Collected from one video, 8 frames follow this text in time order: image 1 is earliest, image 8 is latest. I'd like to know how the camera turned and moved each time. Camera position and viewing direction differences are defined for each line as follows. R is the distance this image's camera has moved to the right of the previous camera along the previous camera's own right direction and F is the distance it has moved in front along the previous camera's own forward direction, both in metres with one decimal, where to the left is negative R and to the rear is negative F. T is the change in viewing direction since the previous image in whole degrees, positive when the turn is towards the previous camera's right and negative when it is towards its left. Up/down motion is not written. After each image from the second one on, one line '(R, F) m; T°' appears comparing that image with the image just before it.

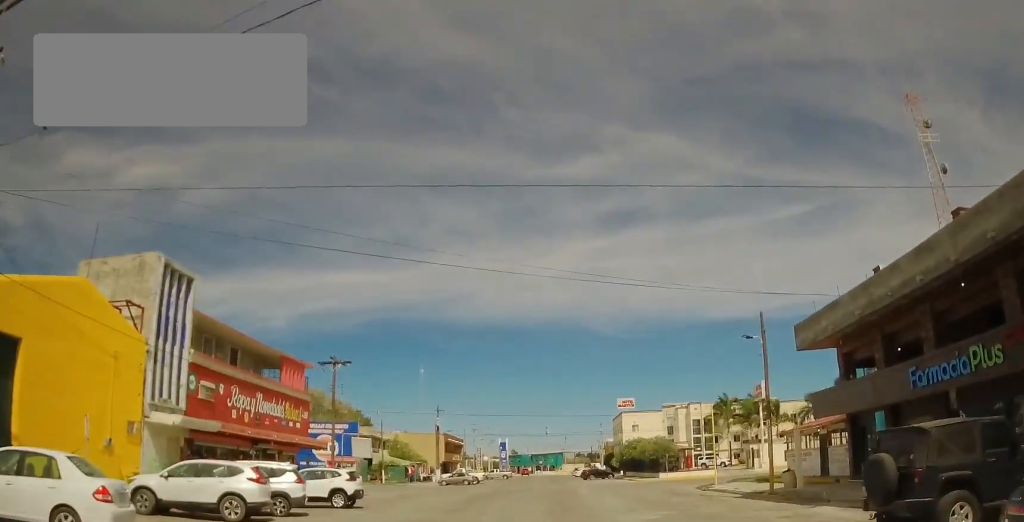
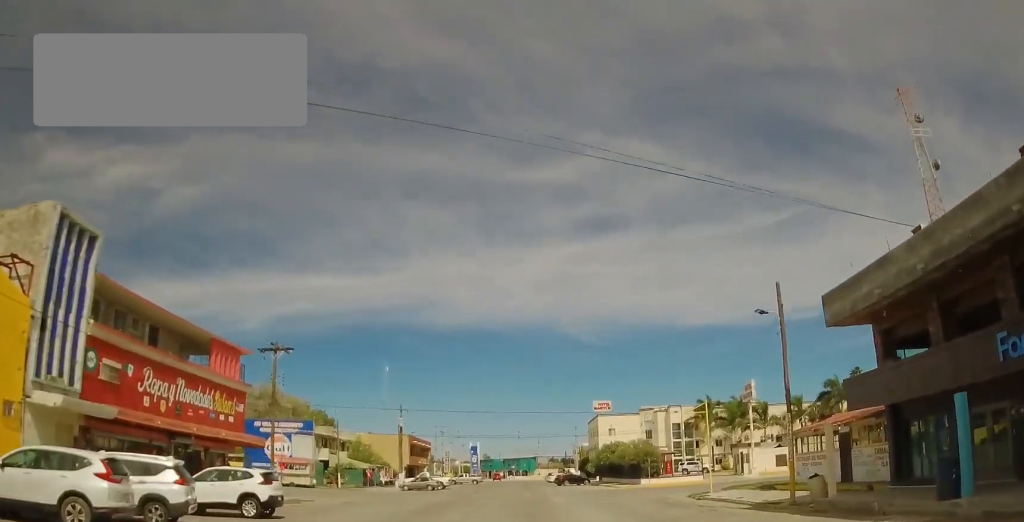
(0.0, +5.5) m; 0°
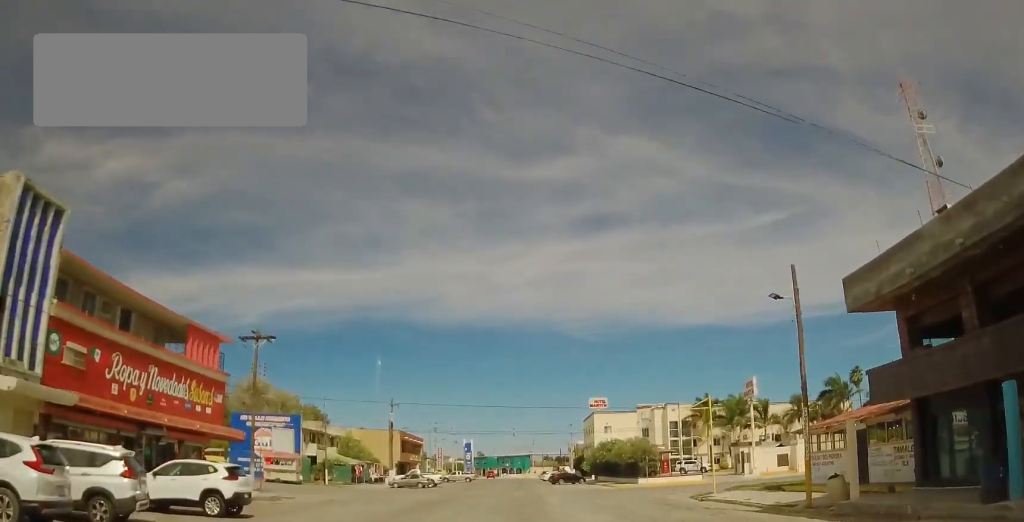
(0.0, +2.0) m; 0°
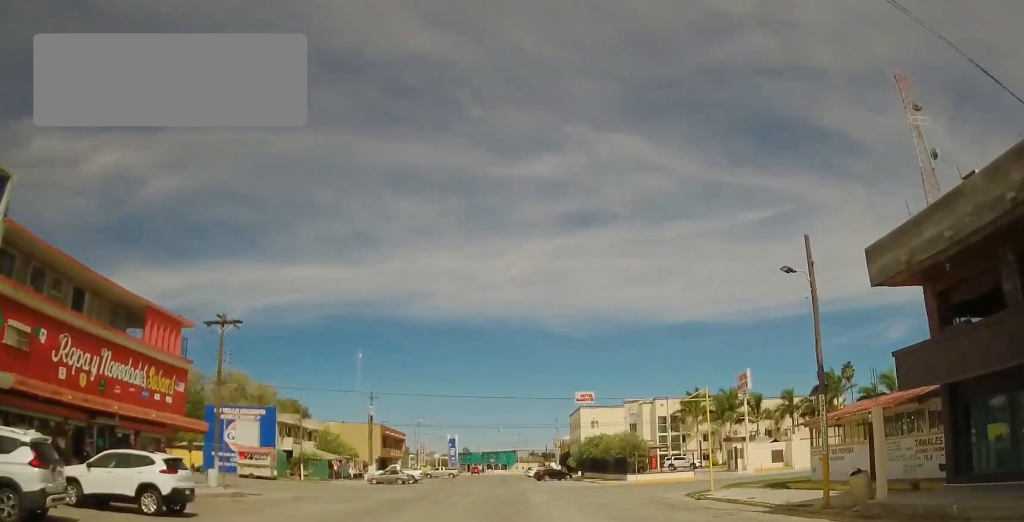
(0.0, +2.5) m; 0°
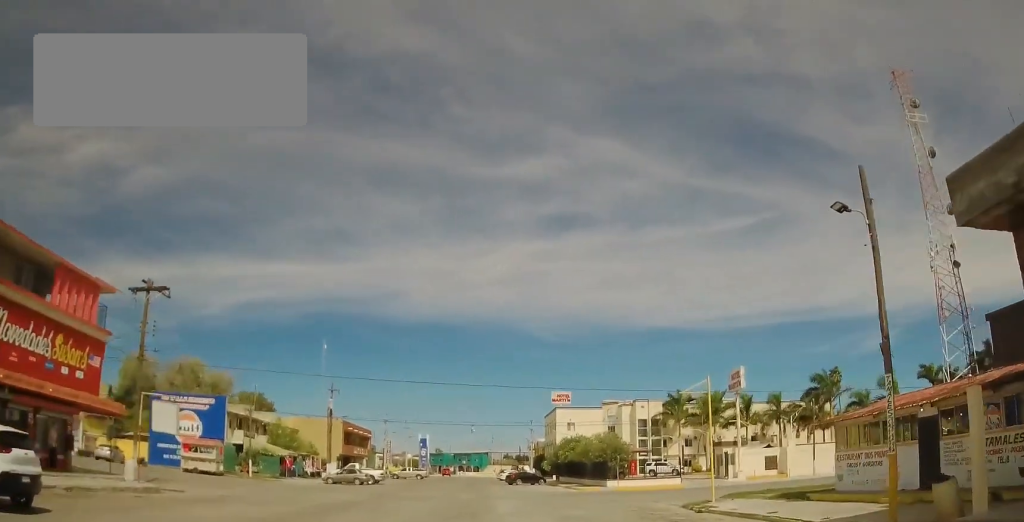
(0.0, +5.3) m; +5°
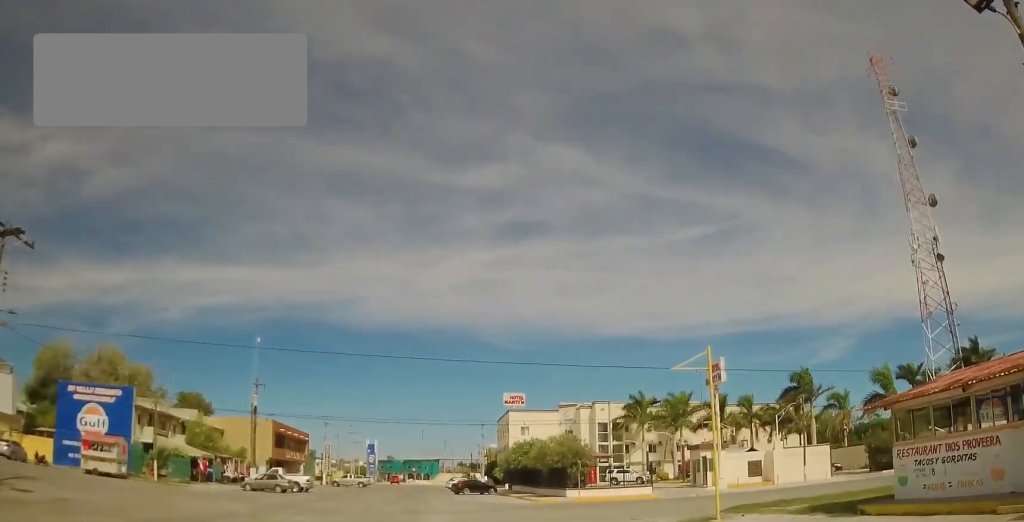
(+0.7, +7.7) m; +8°
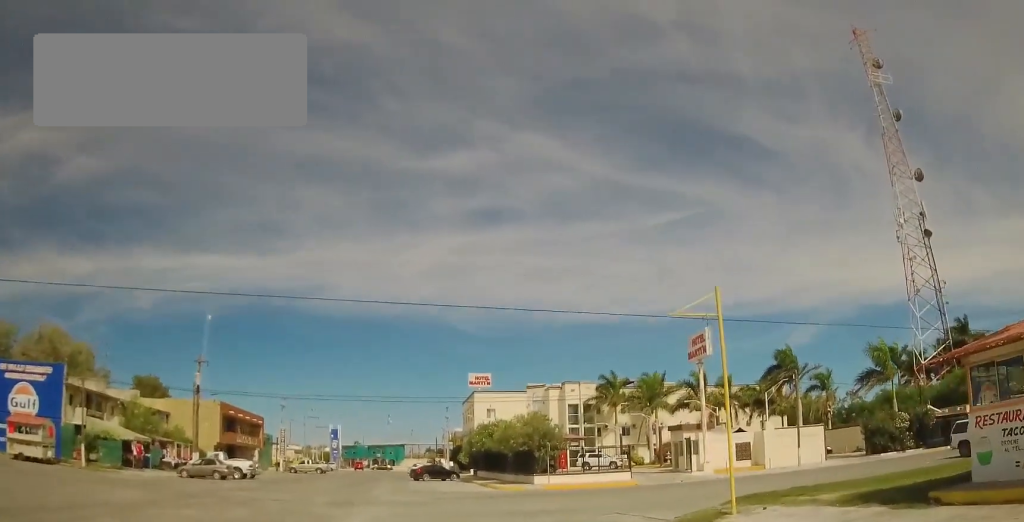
(+0.1, +5.6) m; +3°
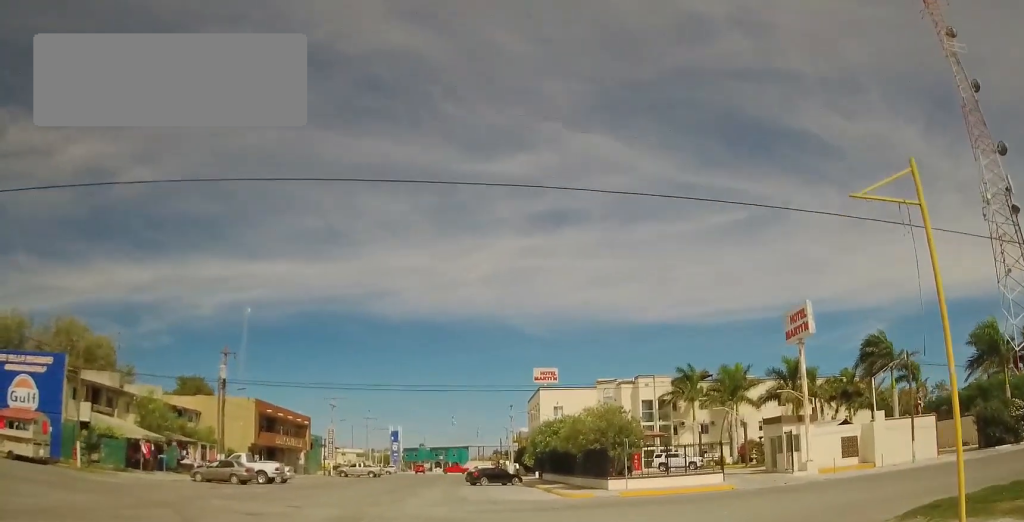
(0.0, +9.1) m; -4°
